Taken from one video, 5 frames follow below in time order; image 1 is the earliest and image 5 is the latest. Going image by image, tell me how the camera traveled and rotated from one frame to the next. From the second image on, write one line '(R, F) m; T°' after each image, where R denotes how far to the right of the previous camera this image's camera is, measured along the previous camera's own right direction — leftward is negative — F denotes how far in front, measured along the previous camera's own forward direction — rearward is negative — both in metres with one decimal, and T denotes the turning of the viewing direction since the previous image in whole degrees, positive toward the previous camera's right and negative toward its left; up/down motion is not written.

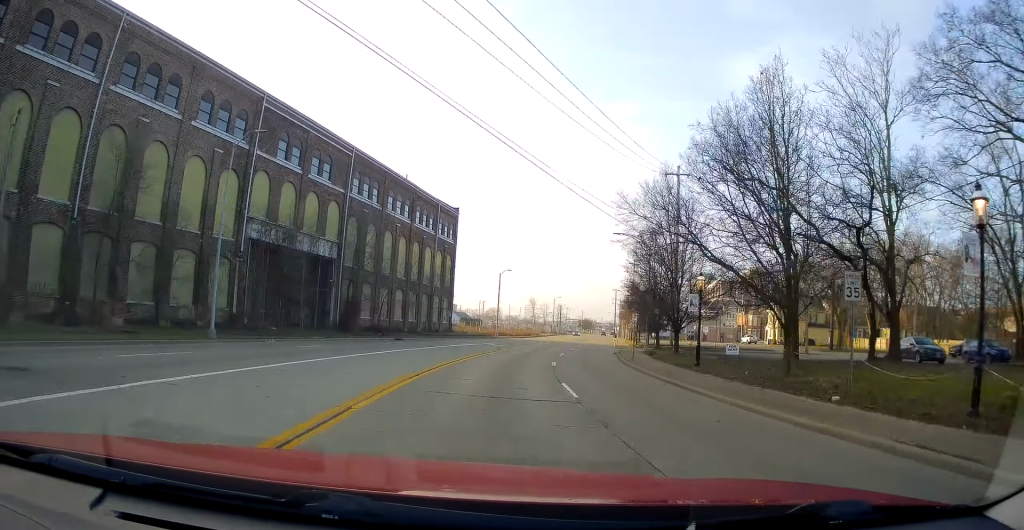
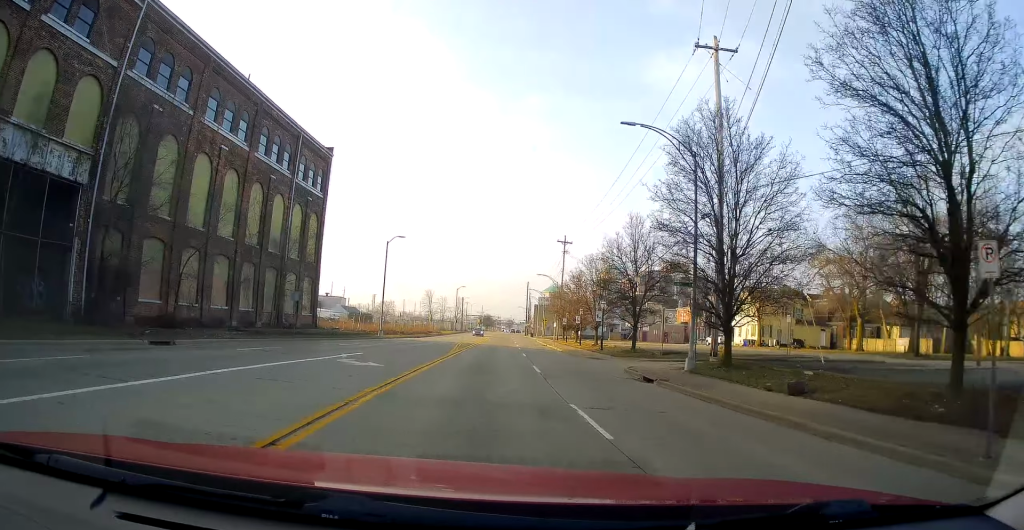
(+1.5, +28.7) m; +6°
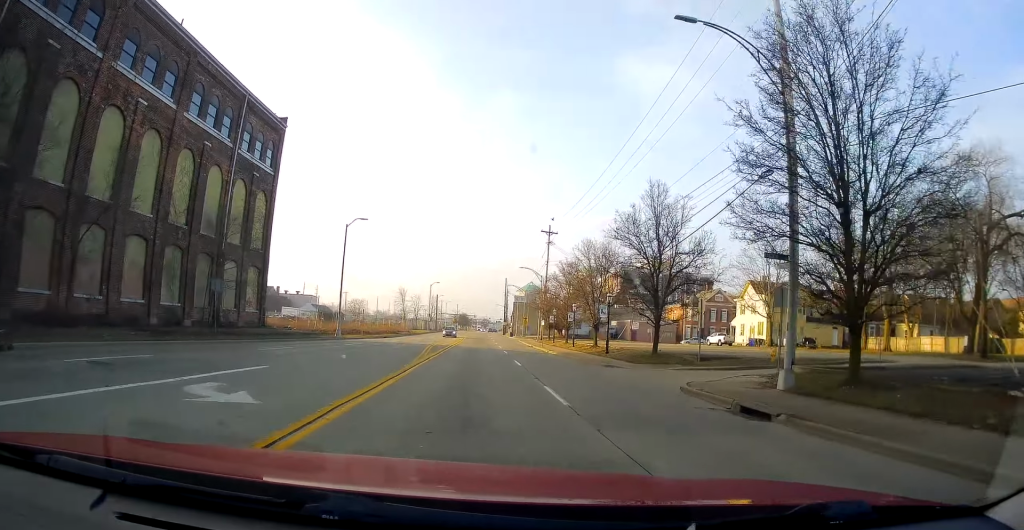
(+0.7, +9.5) m; +4°
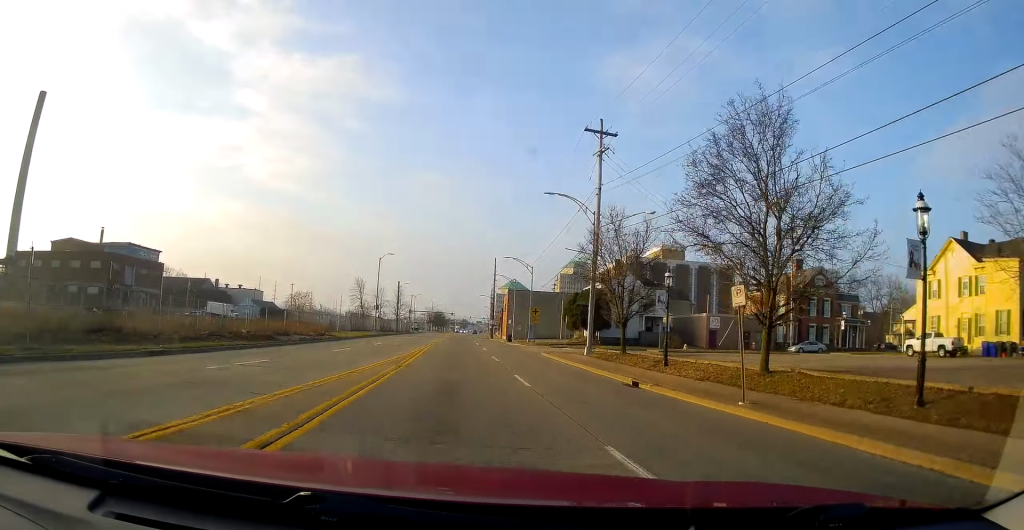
(+4.8, +44.9) m; +7°
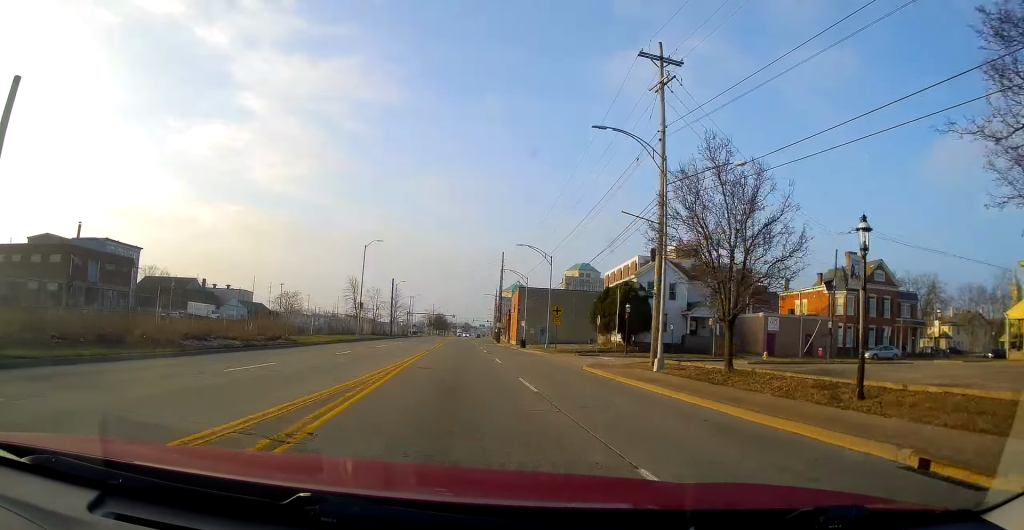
(-0.2, +13.2) m; 0°
